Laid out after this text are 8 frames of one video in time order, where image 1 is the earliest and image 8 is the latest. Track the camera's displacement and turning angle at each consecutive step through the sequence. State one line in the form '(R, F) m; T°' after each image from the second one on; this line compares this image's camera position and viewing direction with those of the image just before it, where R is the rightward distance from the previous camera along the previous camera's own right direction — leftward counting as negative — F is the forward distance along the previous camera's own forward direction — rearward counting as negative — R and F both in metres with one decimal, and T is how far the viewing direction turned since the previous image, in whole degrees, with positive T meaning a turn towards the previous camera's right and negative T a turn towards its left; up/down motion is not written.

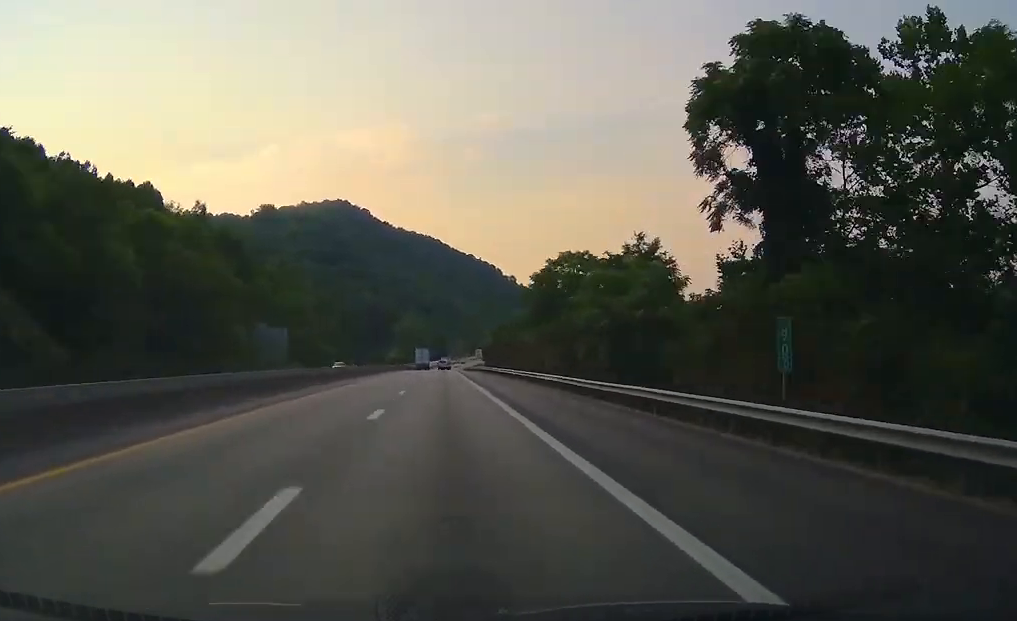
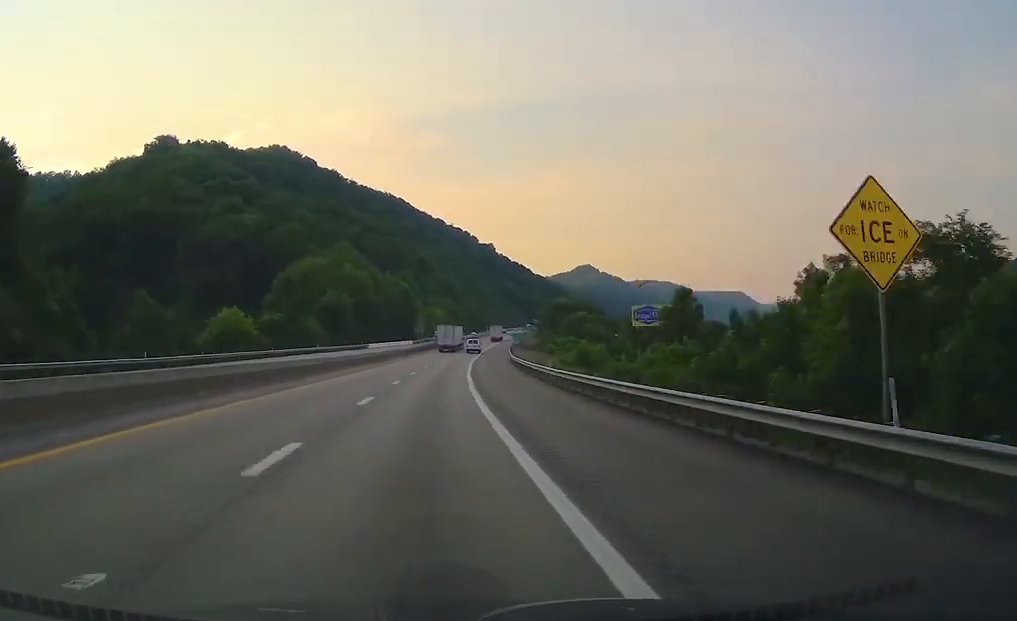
(+3.7, +298.4) m; +4°
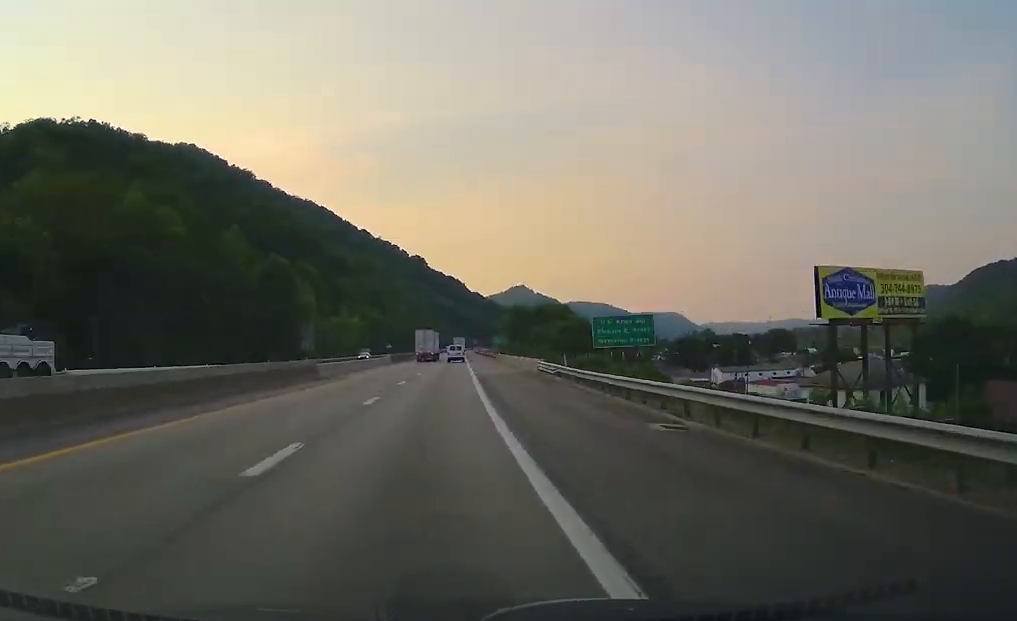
(+6.7, +103.5) m; +4°
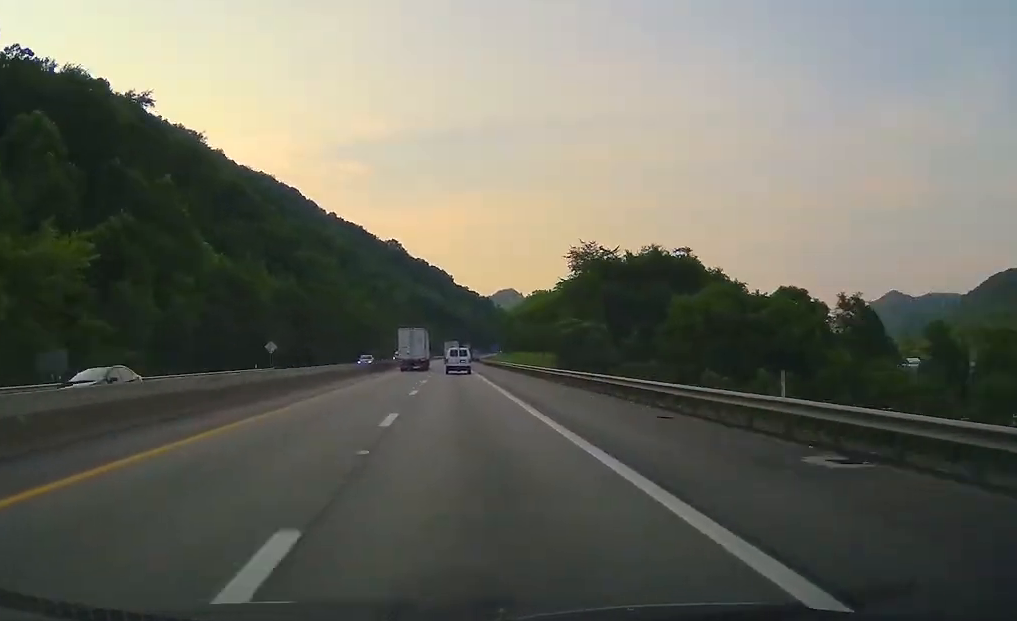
(+4.4, +138.8) m; +2°
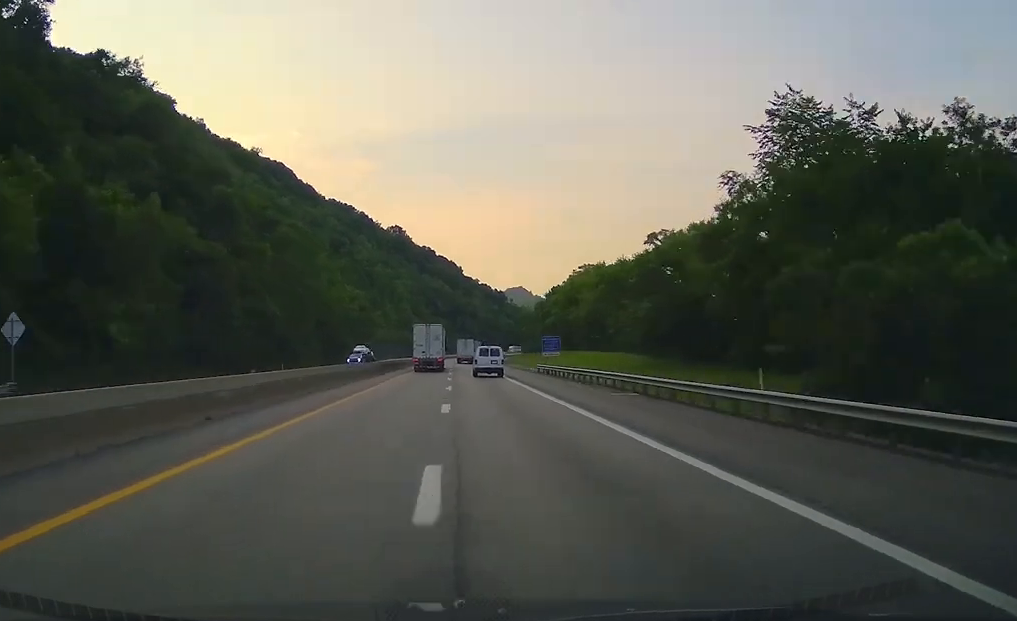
(+0.2, +55.8) m; 0°
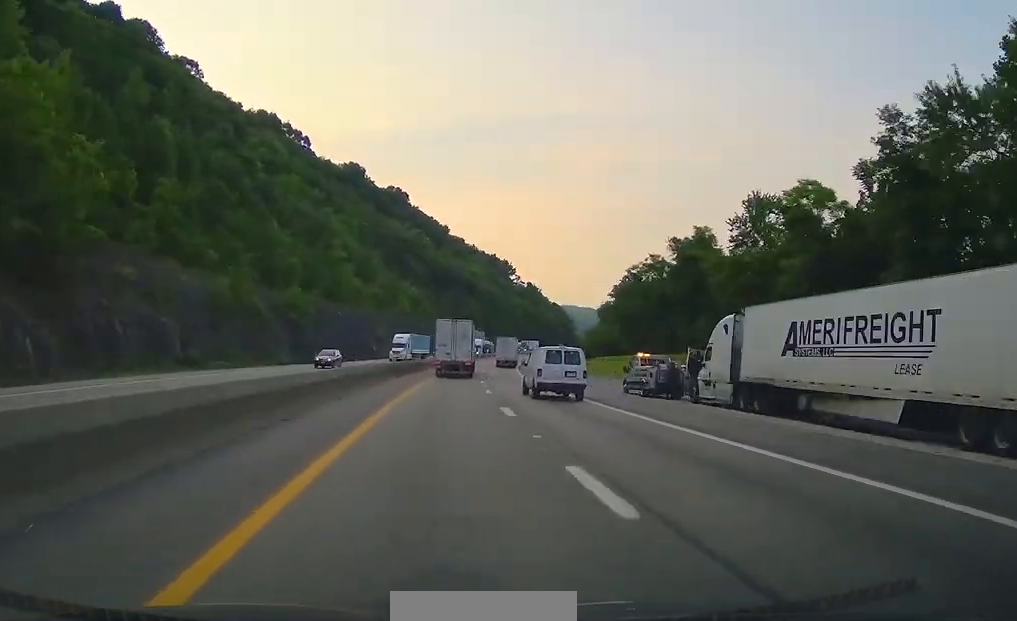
(+2.5, +172.9) m; +5°
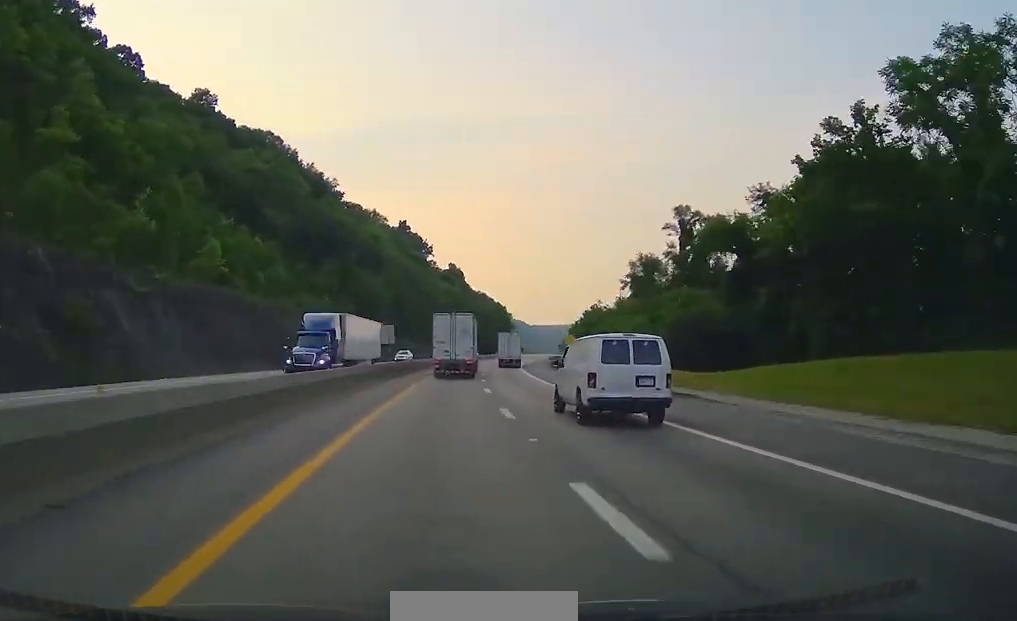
(+5.2, +99.1) m; +7°
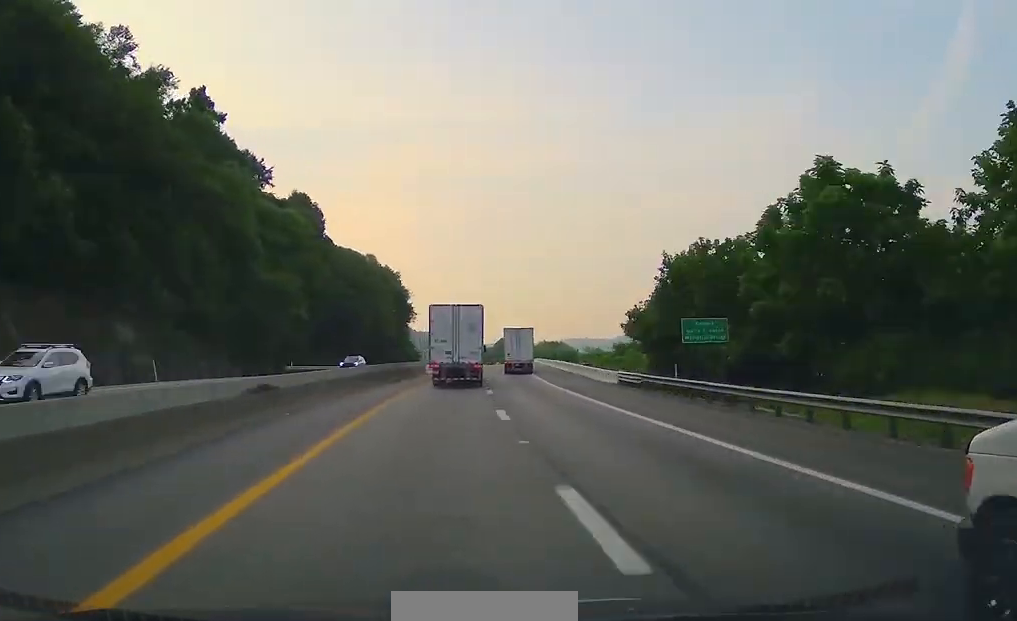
(+9.7, +127.3) m; +7°
